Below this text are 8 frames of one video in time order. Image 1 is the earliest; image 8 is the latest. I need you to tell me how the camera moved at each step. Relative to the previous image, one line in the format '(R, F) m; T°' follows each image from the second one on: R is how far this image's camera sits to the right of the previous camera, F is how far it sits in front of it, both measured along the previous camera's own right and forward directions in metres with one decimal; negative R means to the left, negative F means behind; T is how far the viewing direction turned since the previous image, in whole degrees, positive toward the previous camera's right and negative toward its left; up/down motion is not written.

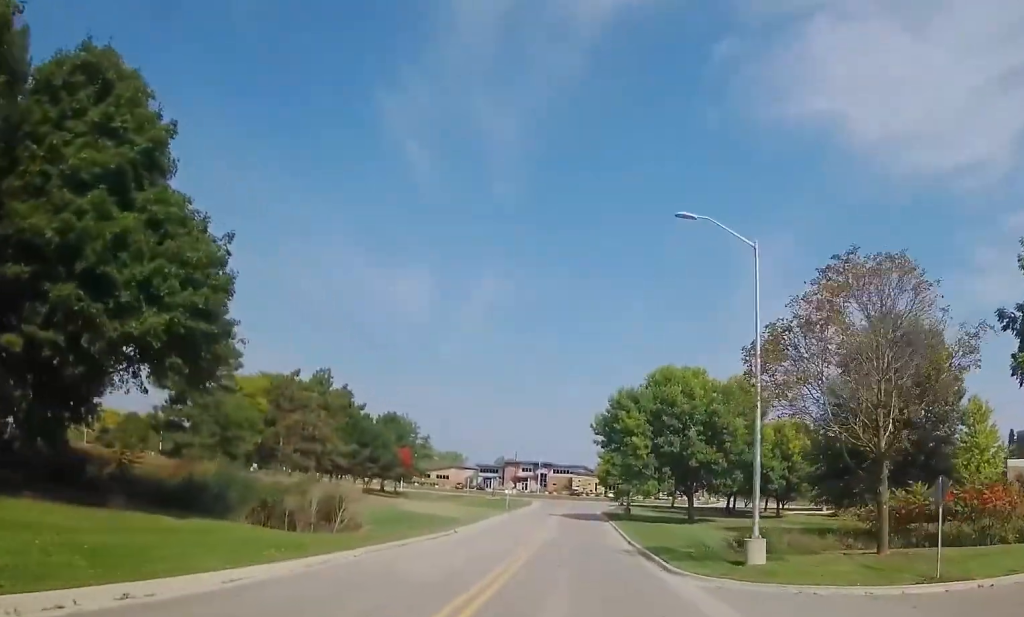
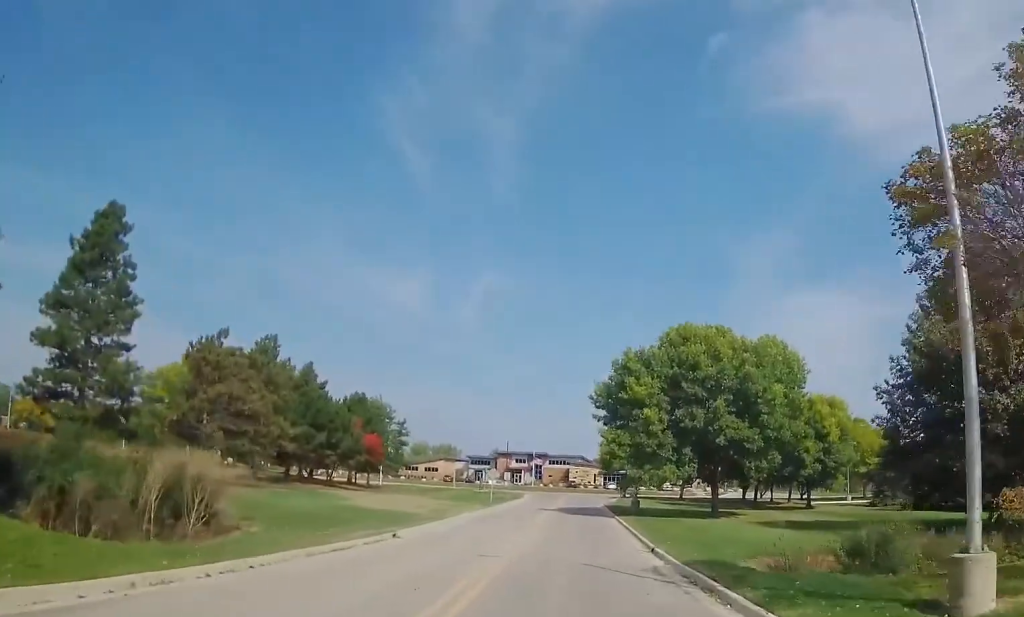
(0.0, +11.3) m; +1°
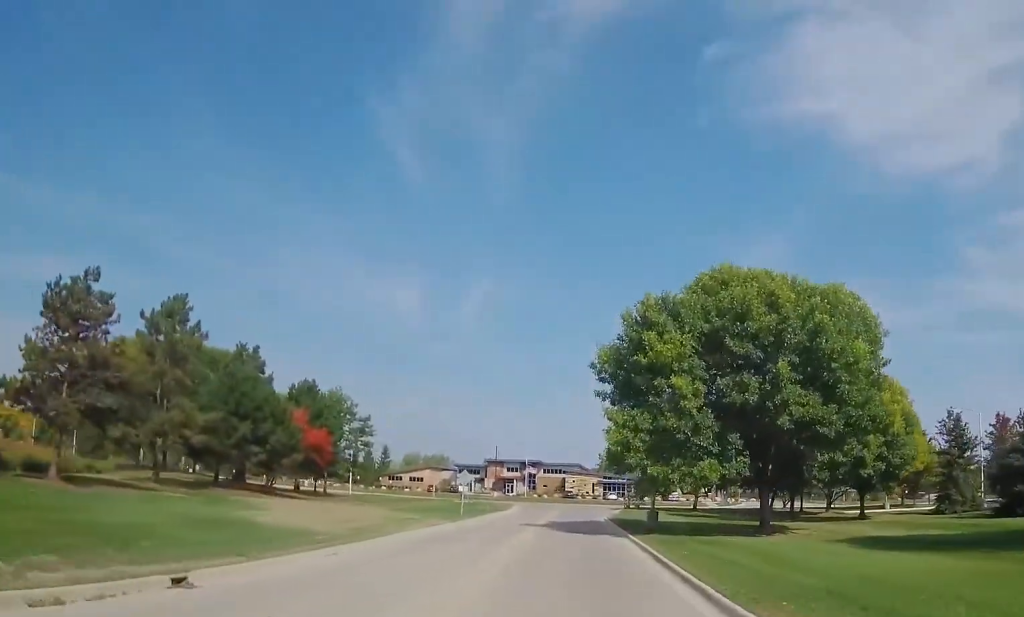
(+0.3, +13.3) m; -1°
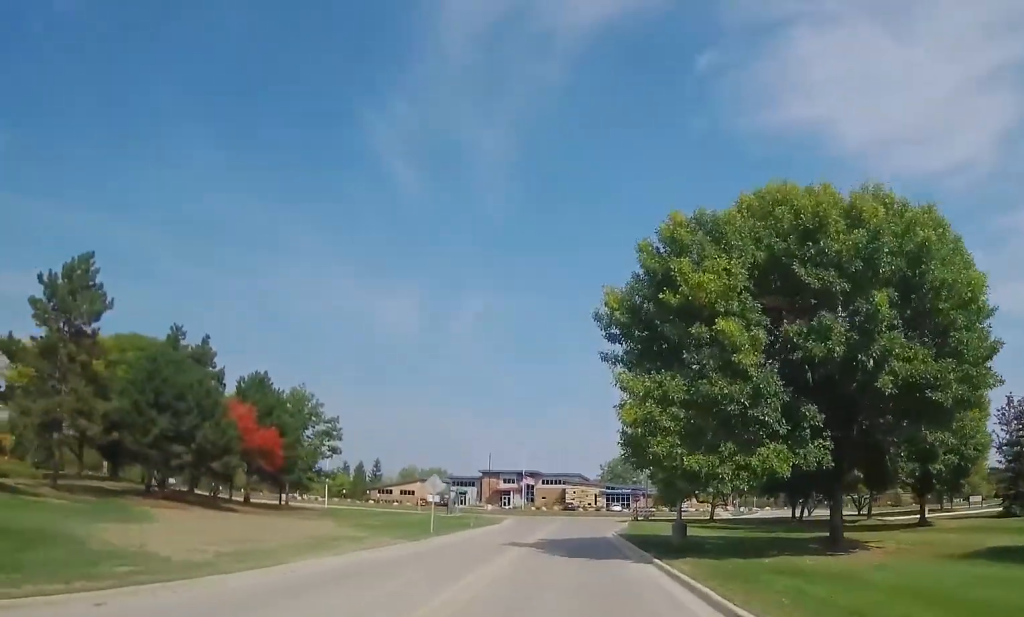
(-0.4, +9.7) m; 0°
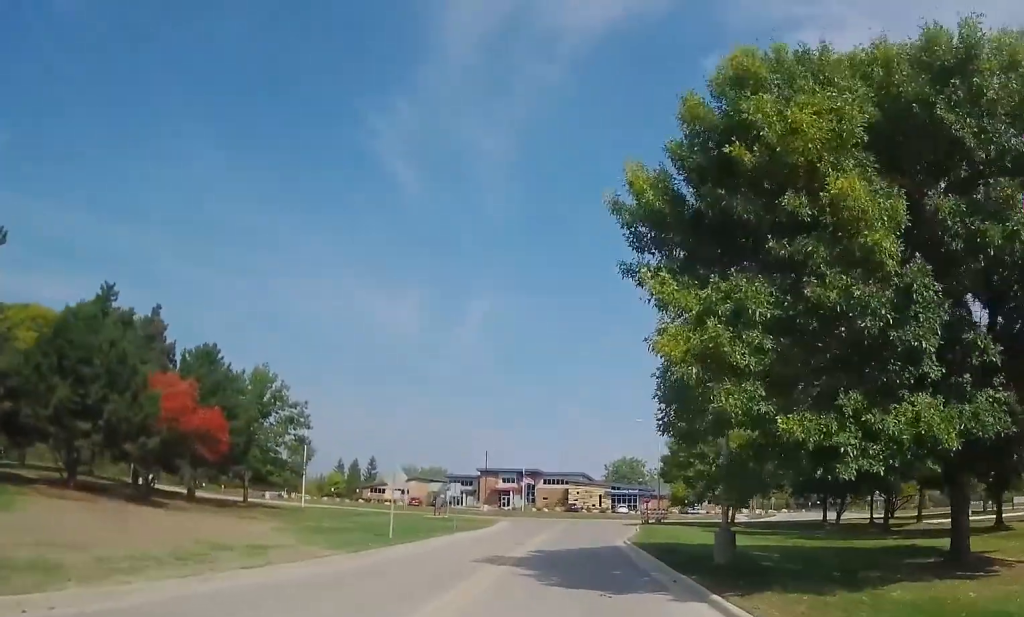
(-0.1, +8.5) m; 0°
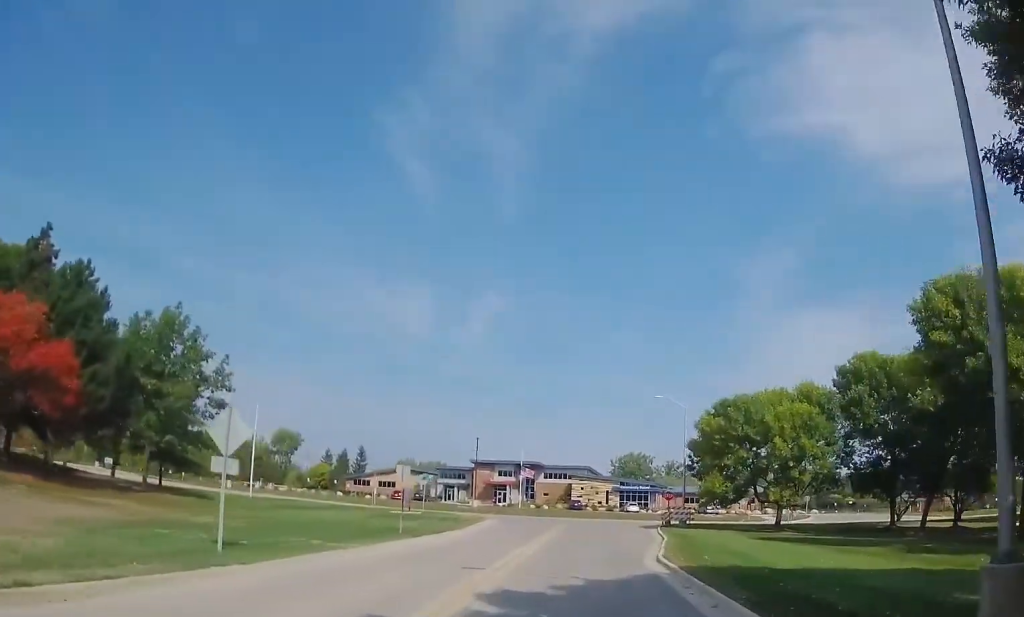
(+0.3, +14.1) m; -1°
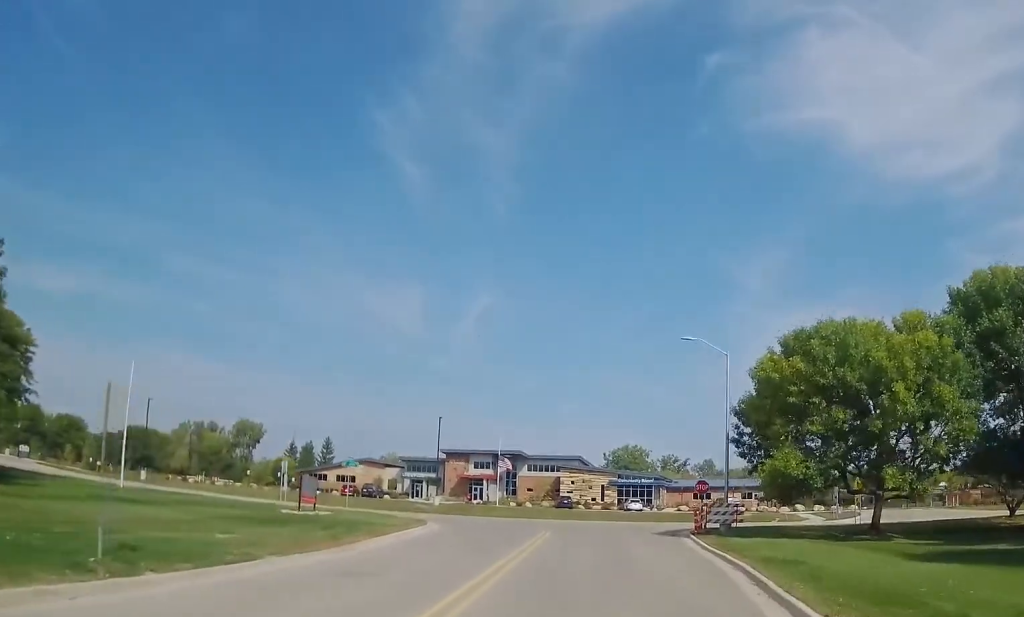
(-0.4, +19.5) m; +2°
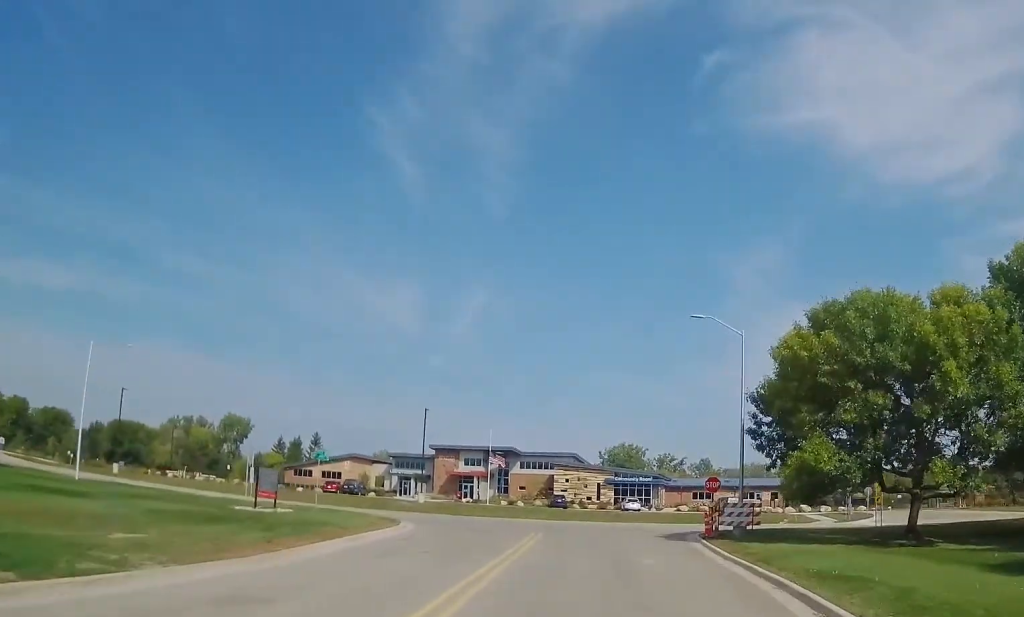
(+0.1, +4.6) m; +1°
